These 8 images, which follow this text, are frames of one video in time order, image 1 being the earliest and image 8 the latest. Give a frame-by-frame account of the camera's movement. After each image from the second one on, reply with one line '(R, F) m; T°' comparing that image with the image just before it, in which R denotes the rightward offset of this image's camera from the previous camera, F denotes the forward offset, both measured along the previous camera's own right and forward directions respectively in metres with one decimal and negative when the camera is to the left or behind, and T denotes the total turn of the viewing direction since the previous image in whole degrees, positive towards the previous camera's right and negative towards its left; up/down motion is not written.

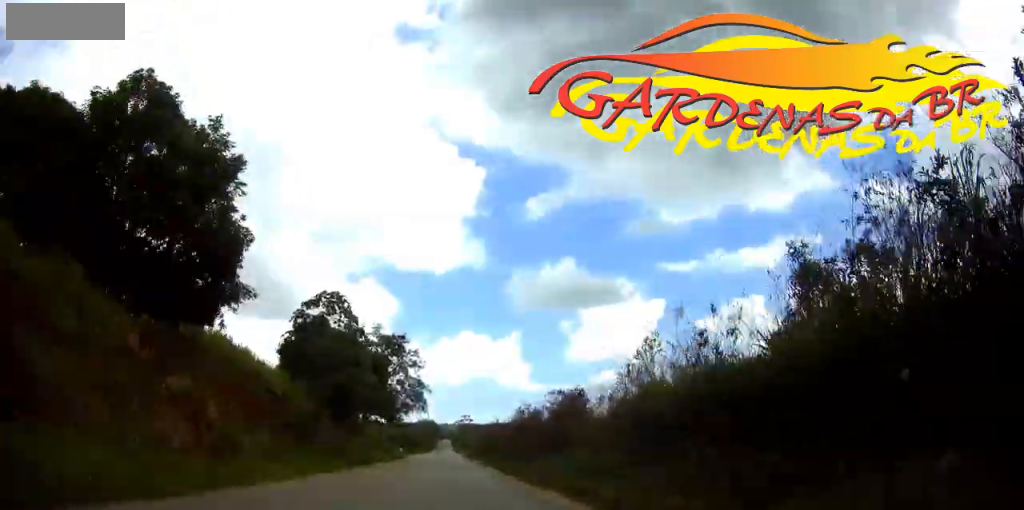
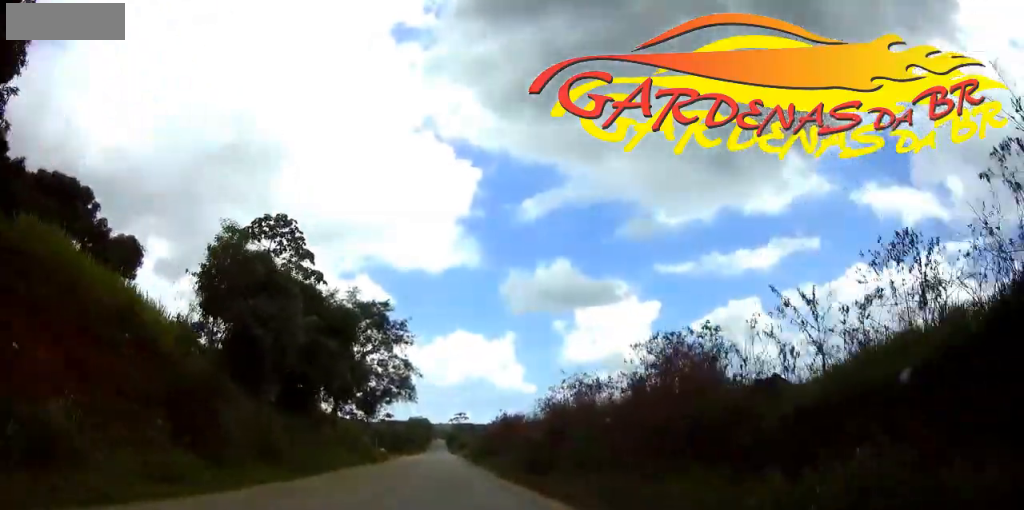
(+0.1, +18.0) m; +1°
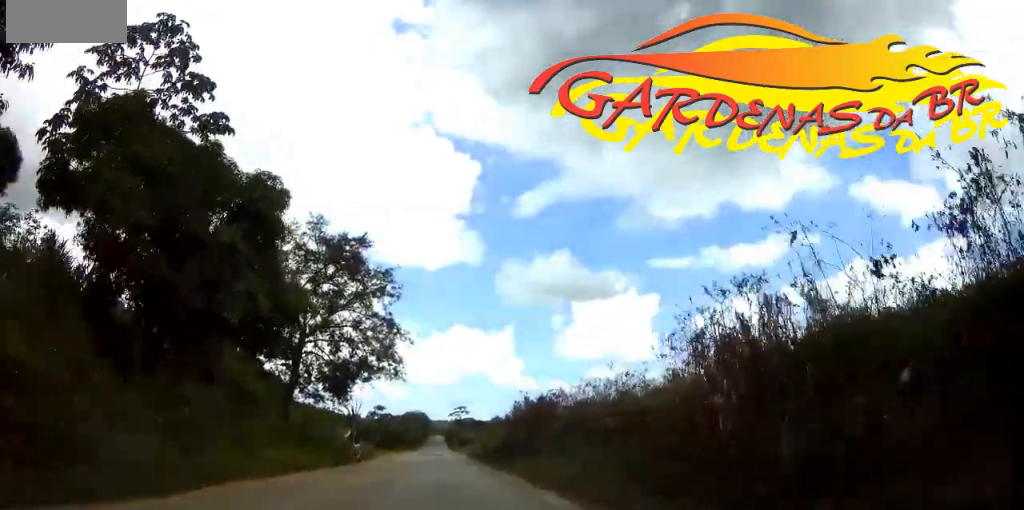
(+0.1, +18.8) m; 0°
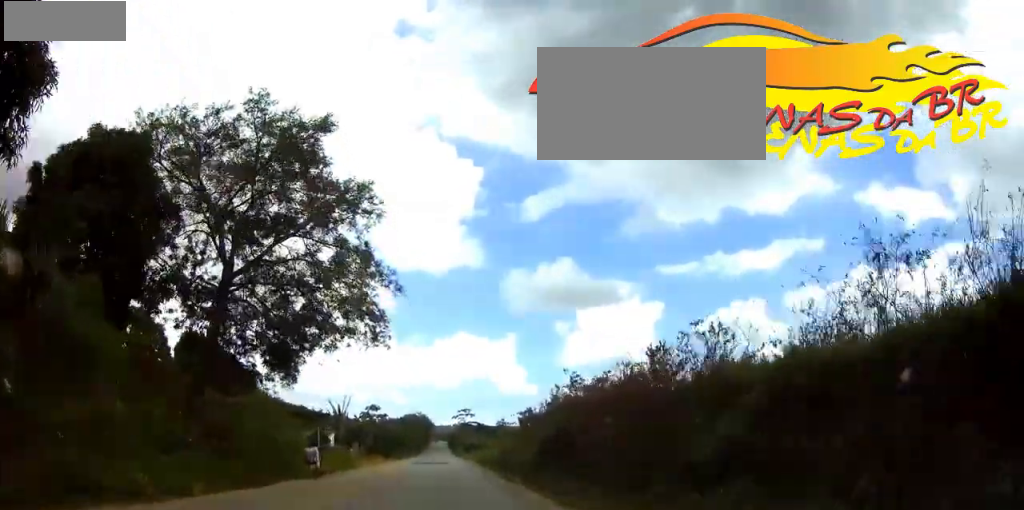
(0.0, +17.5) m; 0°
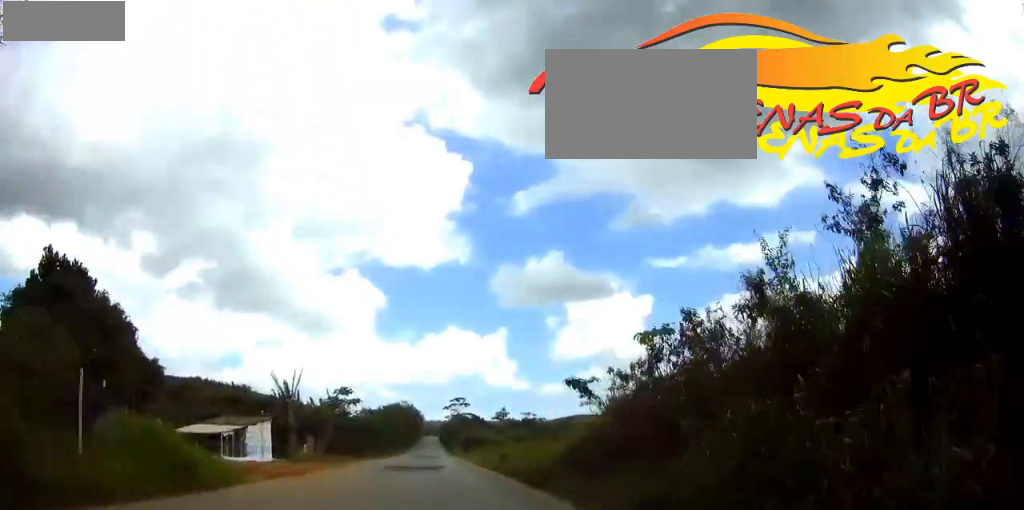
(-0.1, +26.3) m; 0°
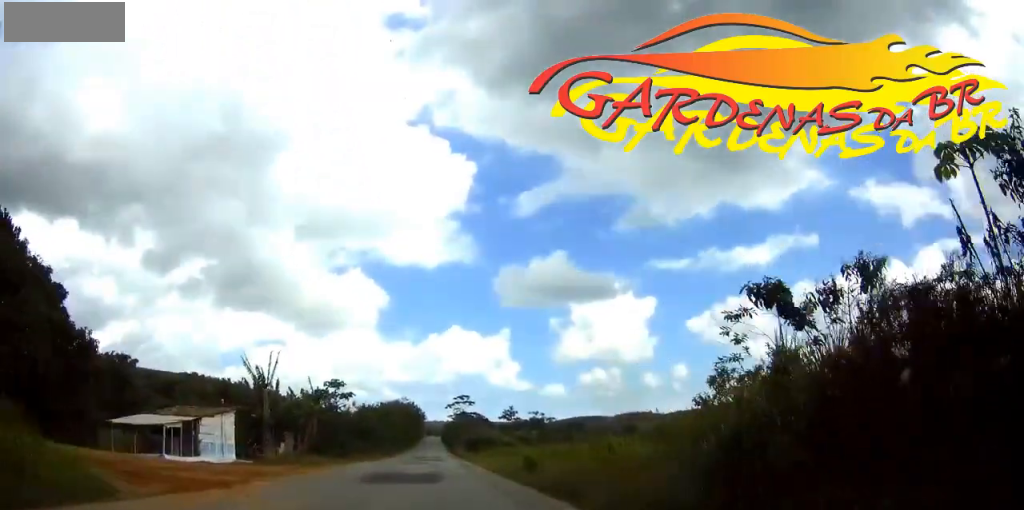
(0.0, +10.1) m; 0°
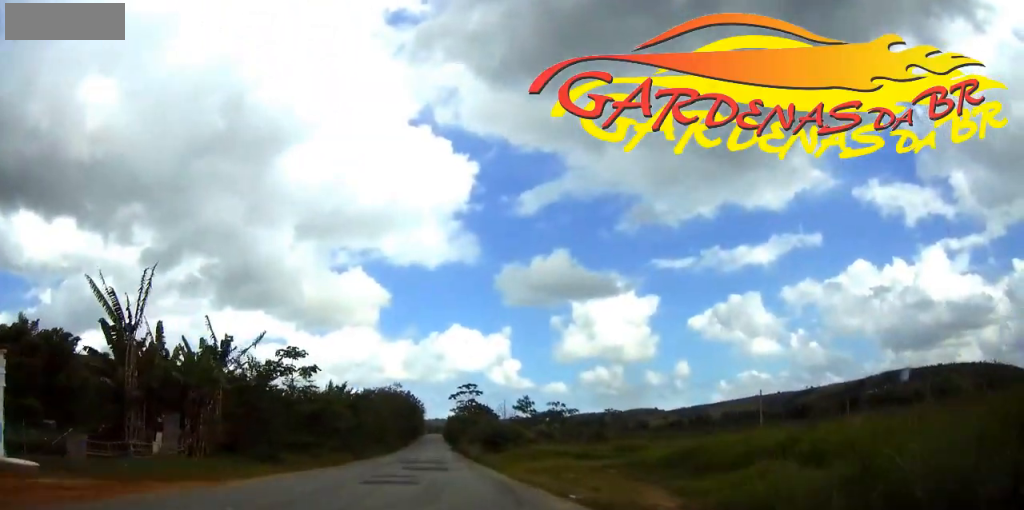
(+0.1, +25.4) m; 0°
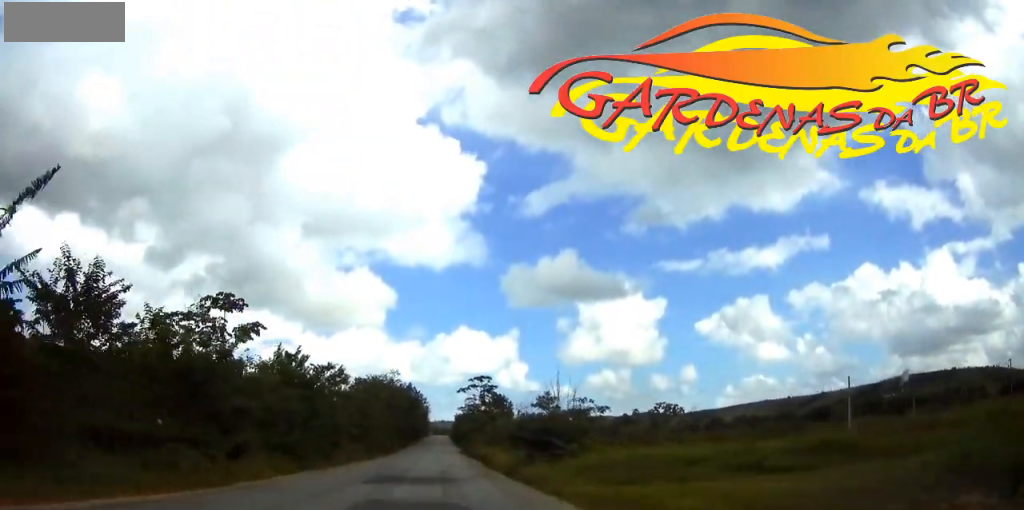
(-0.2, +20.5) m; 0°
